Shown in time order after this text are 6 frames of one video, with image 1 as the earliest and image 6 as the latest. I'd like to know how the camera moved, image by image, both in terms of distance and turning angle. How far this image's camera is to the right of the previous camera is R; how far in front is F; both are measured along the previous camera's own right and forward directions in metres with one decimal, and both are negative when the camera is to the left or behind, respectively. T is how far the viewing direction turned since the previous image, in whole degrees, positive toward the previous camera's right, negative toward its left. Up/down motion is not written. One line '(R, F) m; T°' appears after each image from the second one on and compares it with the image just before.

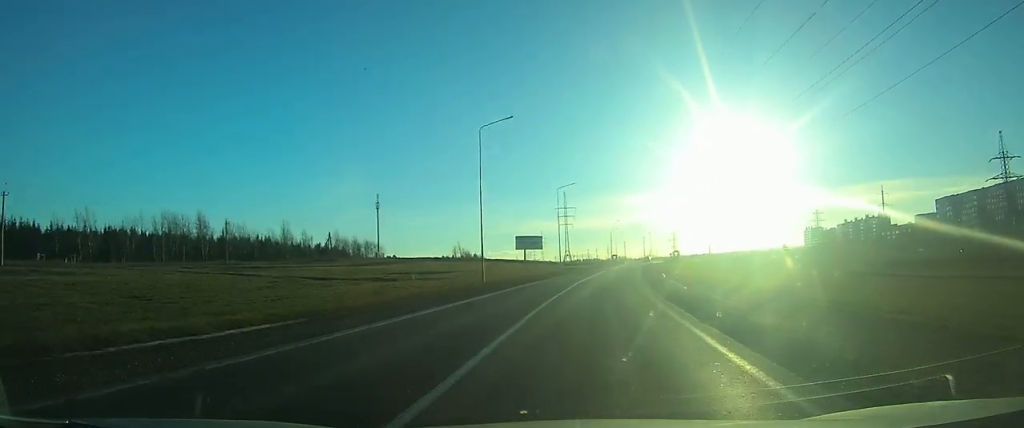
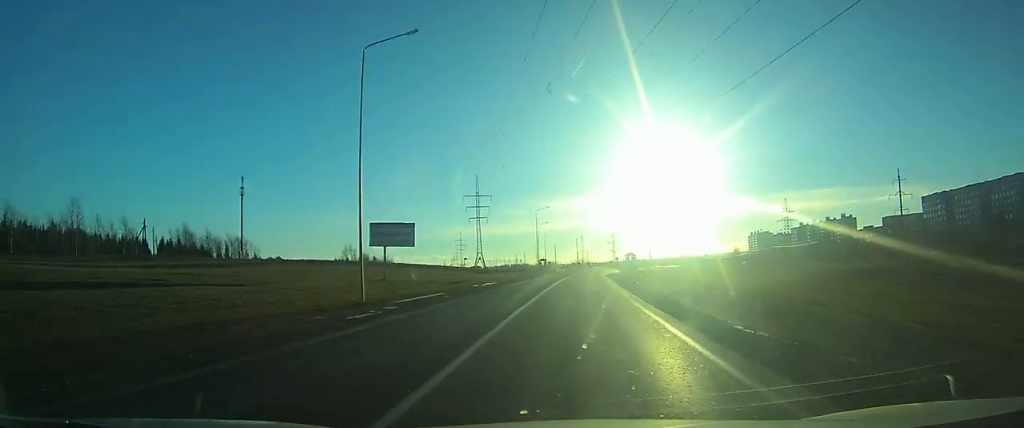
(+3.3, +54.9) m; +6°
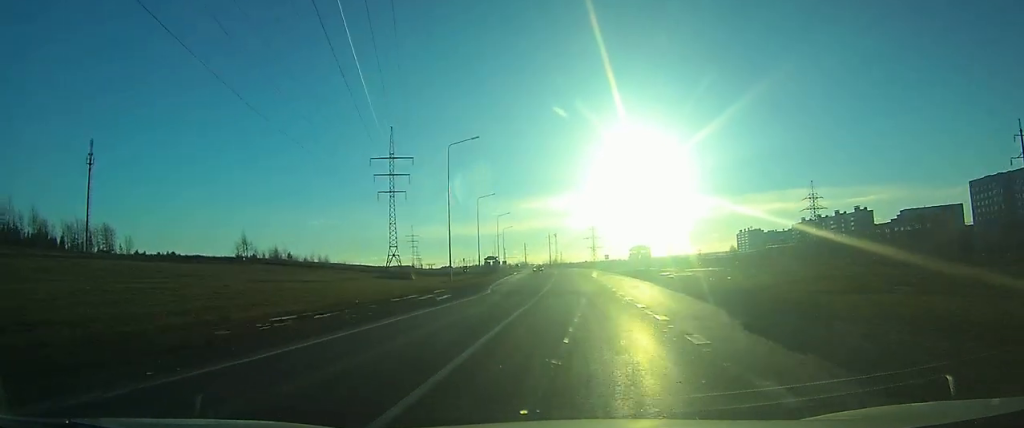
(+2.1, +60.4) m; +3°
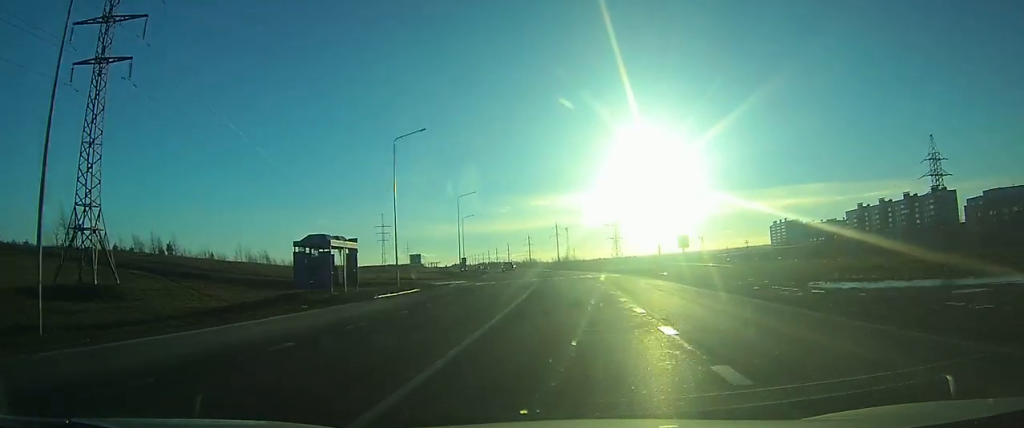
(-0.3, +76.2) m; -2°
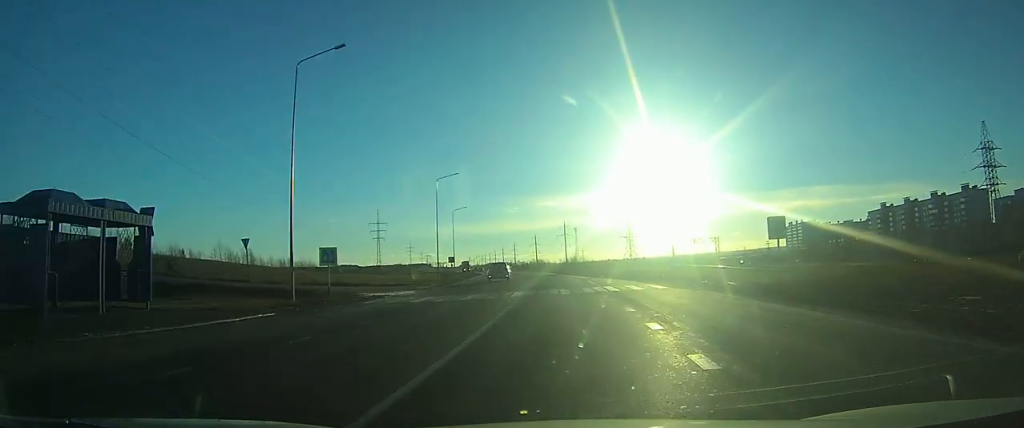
(0.0, +18.3) m; -1°
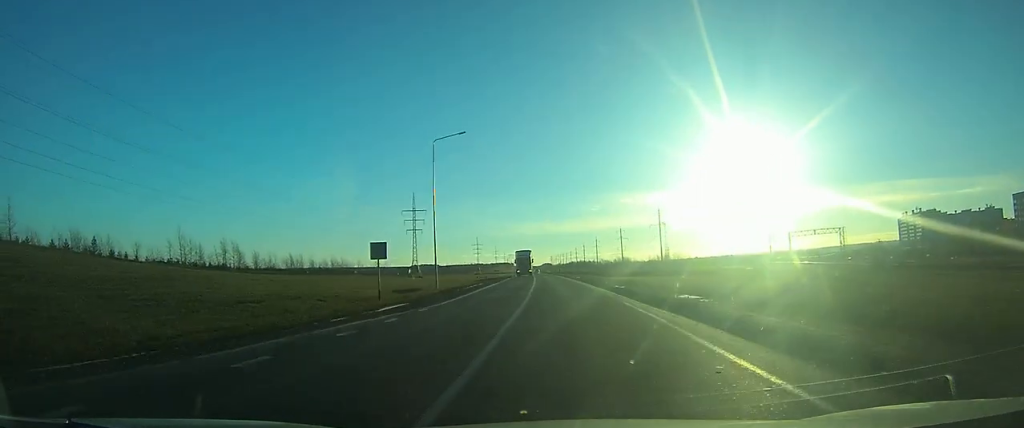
(-3.1, +60.7) m; -5°
